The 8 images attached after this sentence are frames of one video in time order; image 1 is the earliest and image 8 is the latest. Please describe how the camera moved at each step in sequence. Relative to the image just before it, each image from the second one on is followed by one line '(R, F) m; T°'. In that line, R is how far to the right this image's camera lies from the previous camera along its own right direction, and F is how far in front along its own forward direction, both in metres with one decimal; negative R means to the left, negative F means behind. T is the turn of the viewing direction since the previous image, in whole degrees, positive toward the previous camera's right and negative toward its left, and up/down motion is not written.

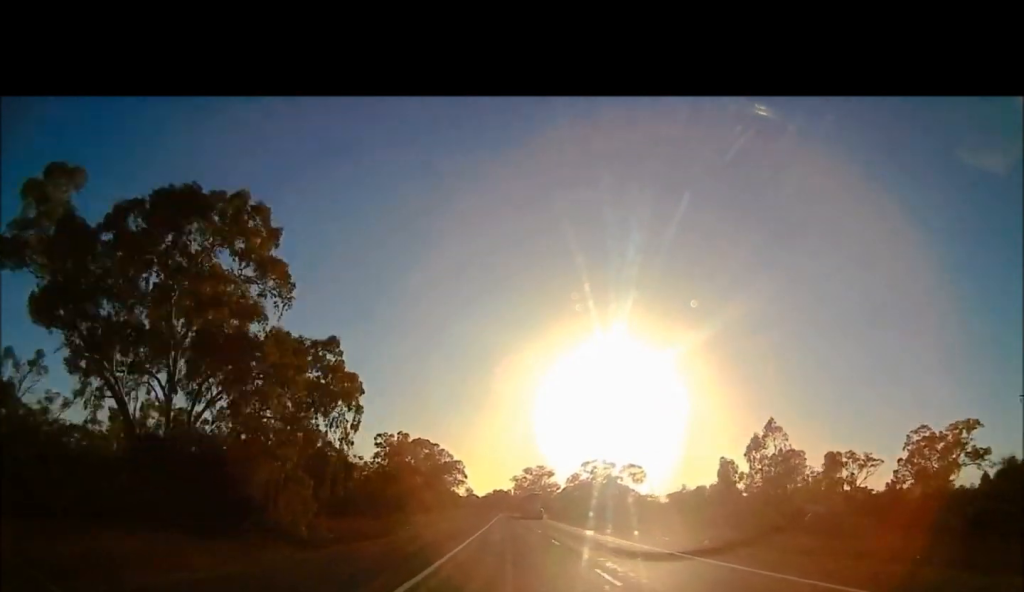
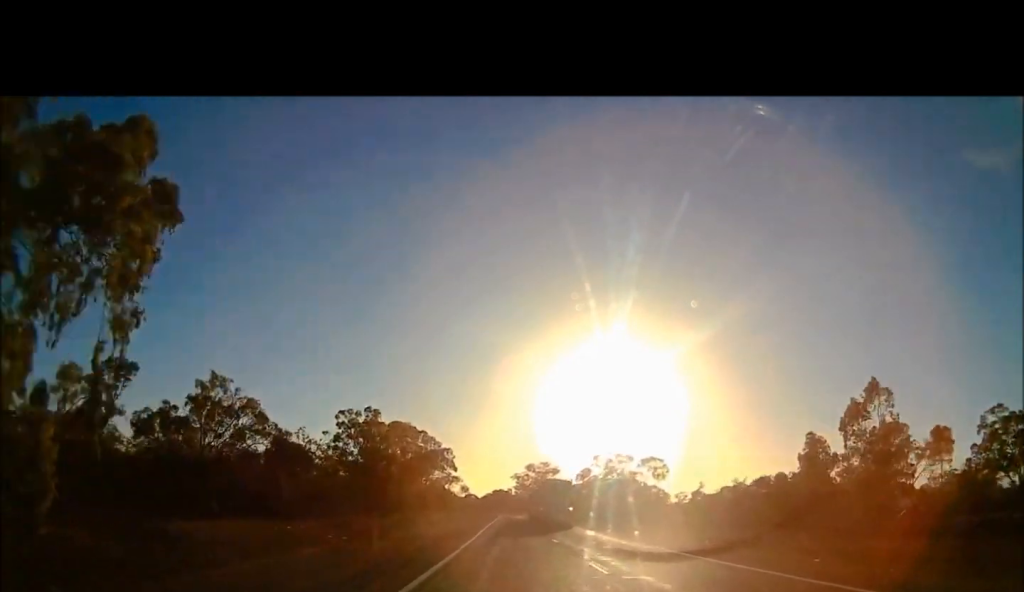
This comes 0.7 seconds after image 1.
(0.0, +21.7) m; 0°
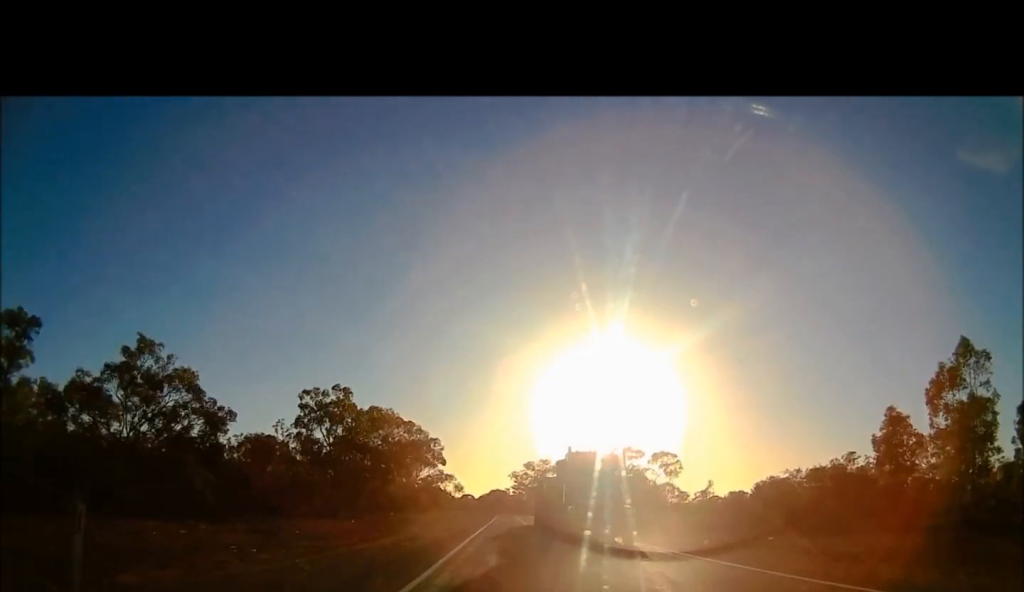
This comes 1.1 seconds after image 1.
(0.0, +12.7) m; 0°
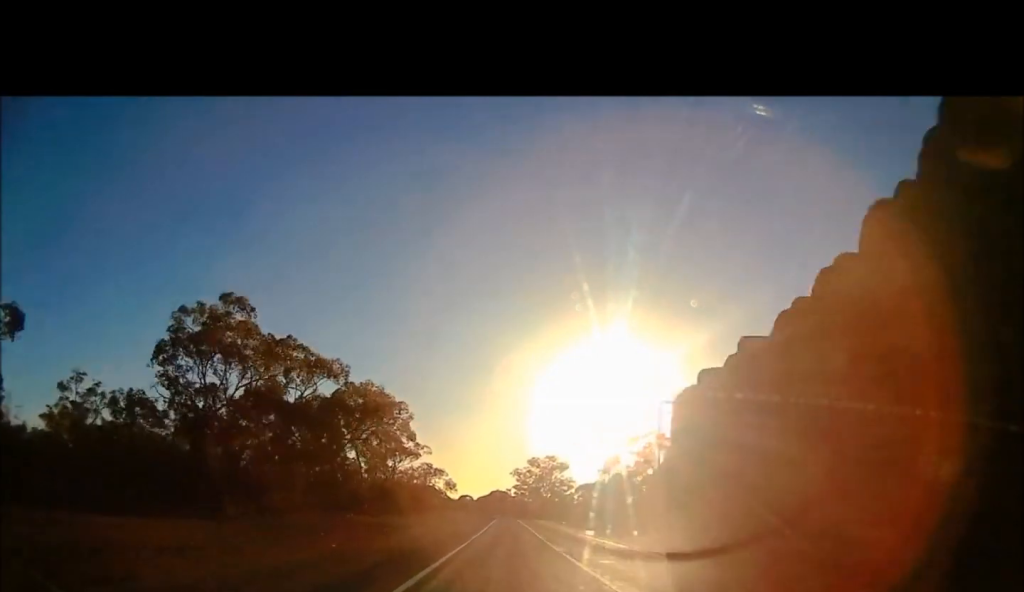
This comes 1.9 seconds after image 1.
(0.0, +27.2) m; +1°
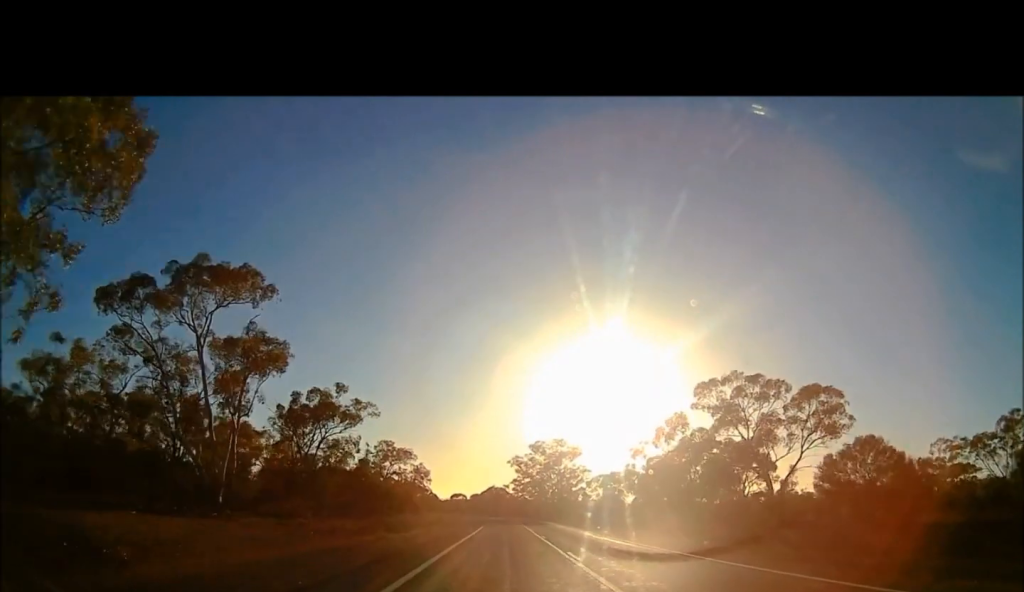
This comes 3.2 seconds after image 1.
(+1.2, +46.6) m; +2°
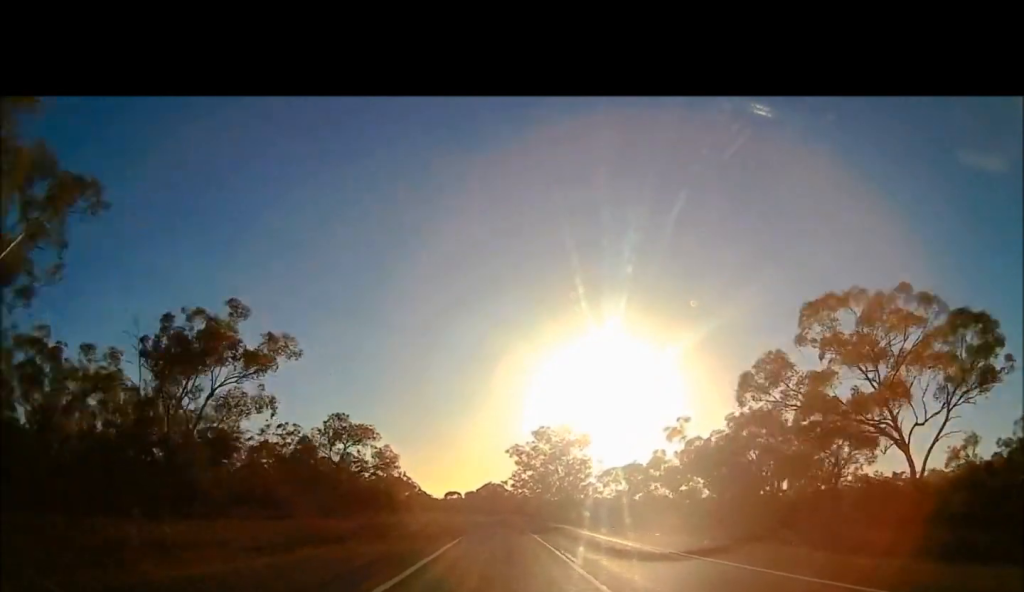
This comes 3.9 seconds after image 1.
(0.0, +28.1) m; -1°
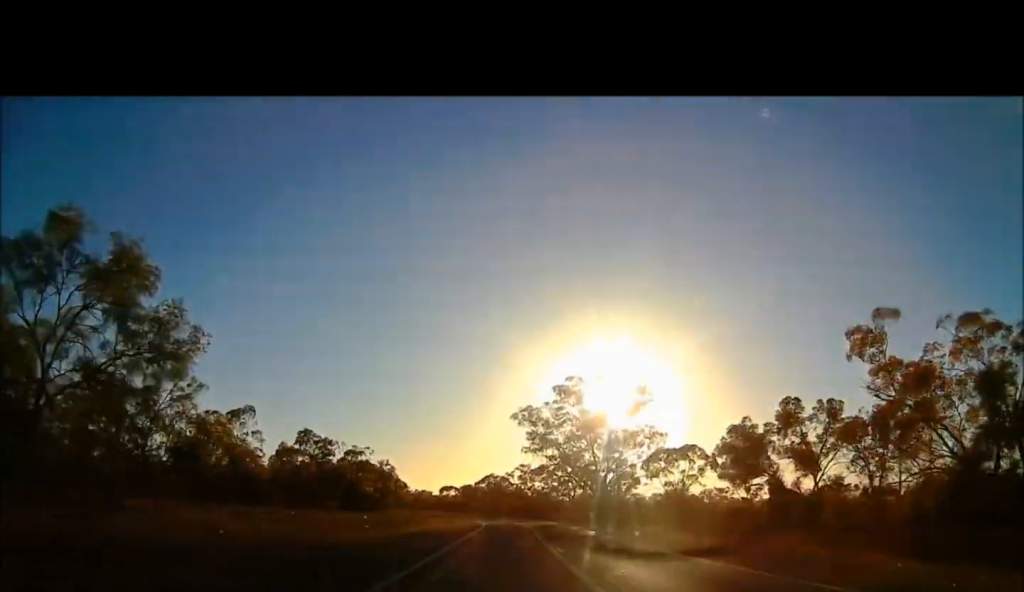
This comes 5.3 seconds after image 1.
(-1.2, +49.5) m; -1°
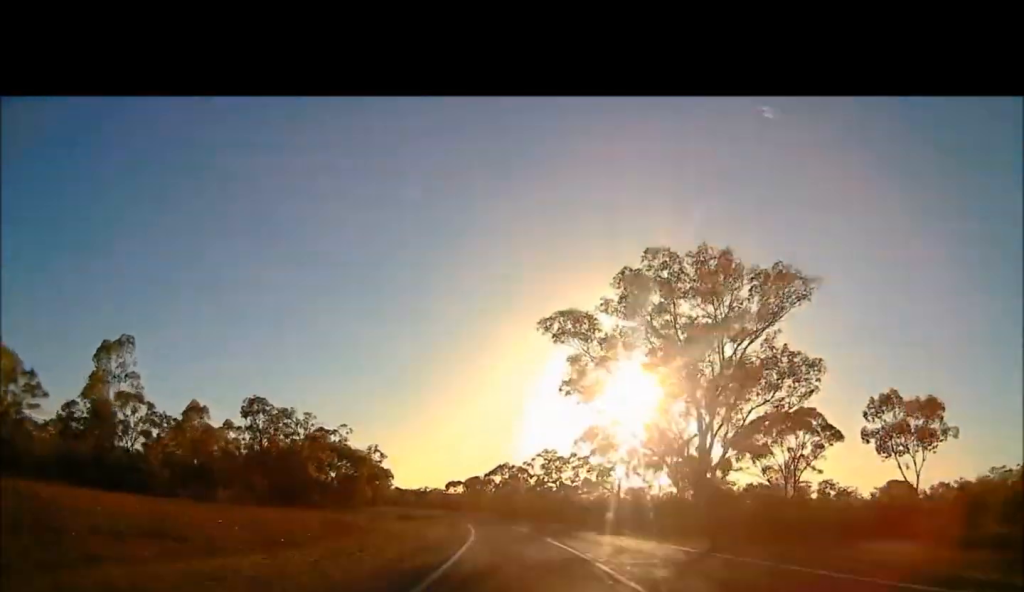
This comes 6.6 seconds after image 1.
(0.0, +40.2) m; 0°
